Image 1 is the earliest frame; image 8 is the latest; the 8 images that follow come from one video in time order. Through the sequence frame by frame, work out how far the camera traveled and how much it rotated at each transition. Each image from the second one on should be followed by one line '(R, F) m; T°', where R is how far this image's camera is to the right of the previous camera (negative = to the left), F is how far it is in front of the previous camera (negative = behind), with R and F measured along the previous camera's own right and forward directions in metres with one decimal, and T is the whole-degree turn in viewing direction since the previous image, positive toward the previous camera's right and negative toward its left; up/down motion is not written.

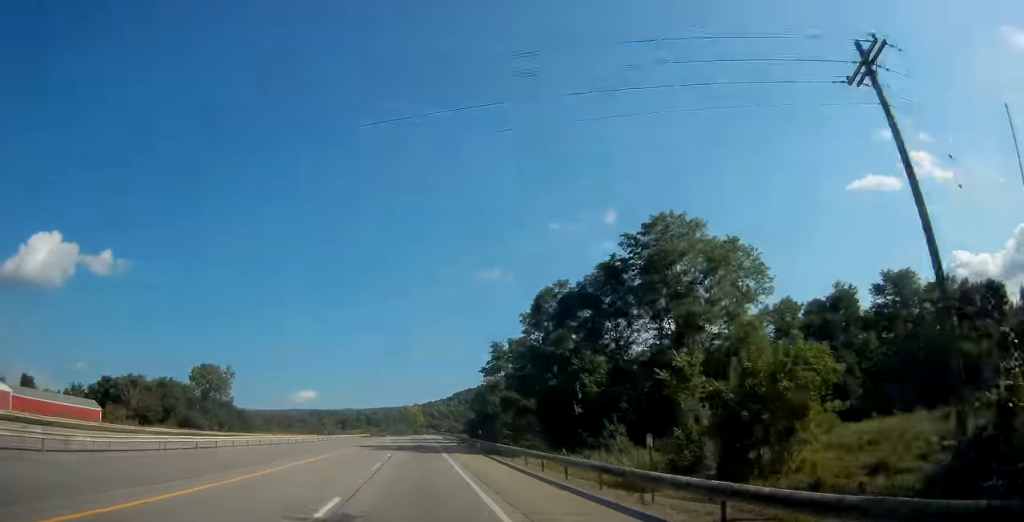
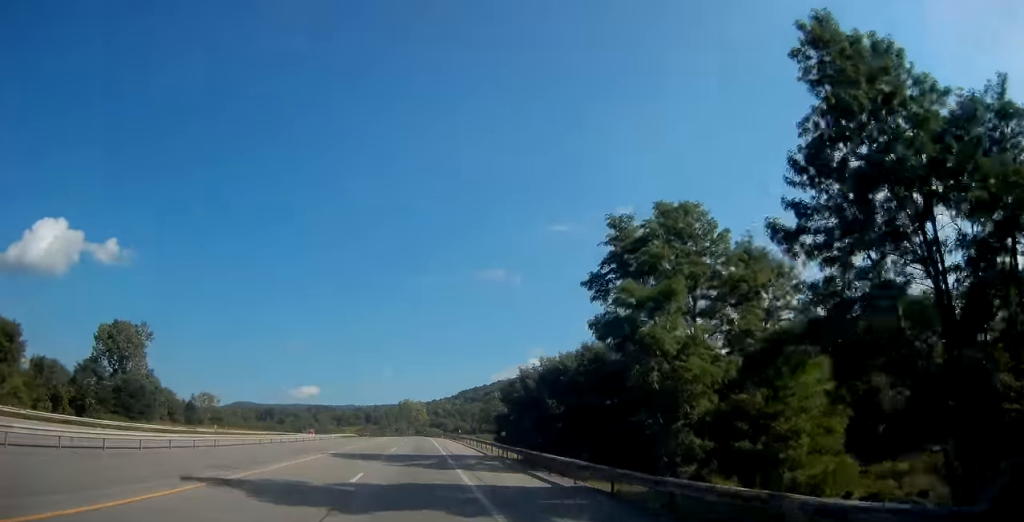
(0.0, +54.1) m; 0°
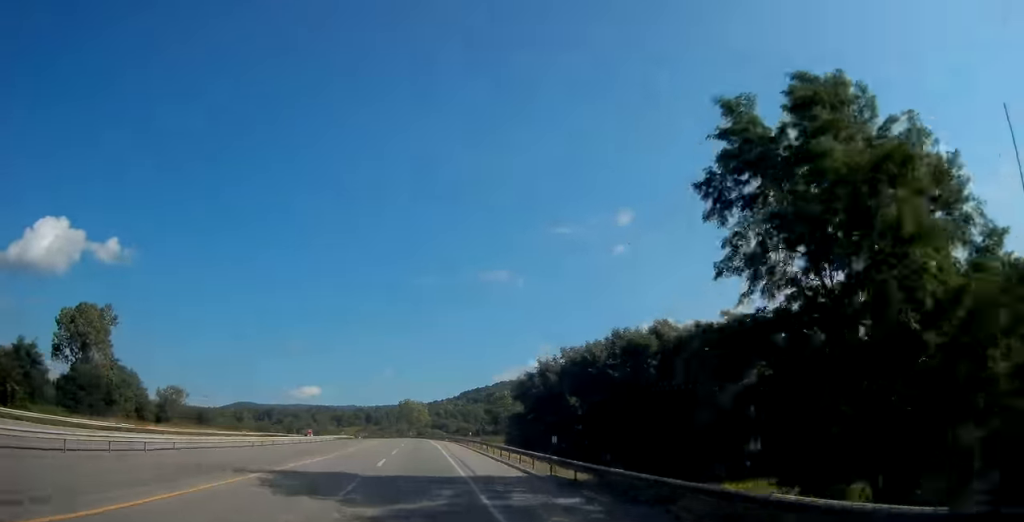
(+0.1, +14.9) m; 0°
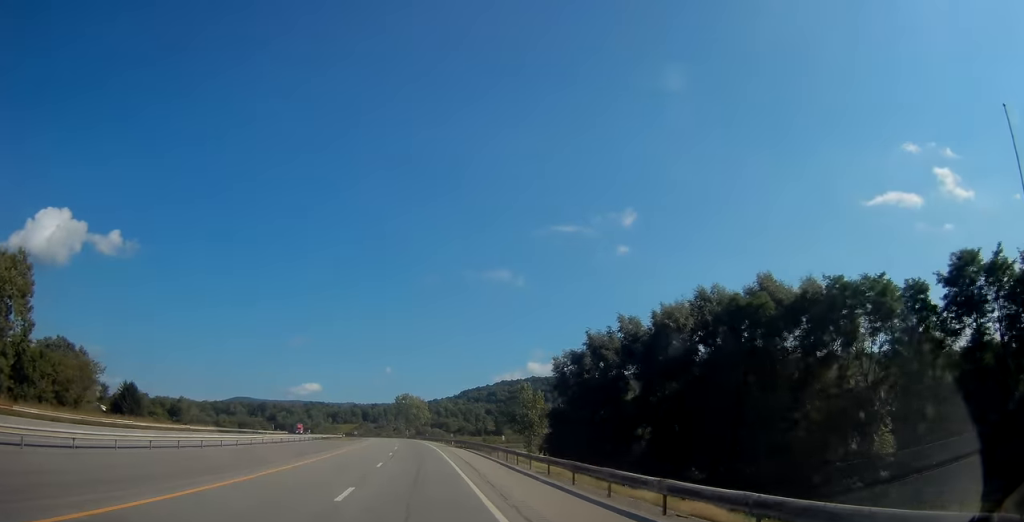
(-0.2, +26.1) m; -1°
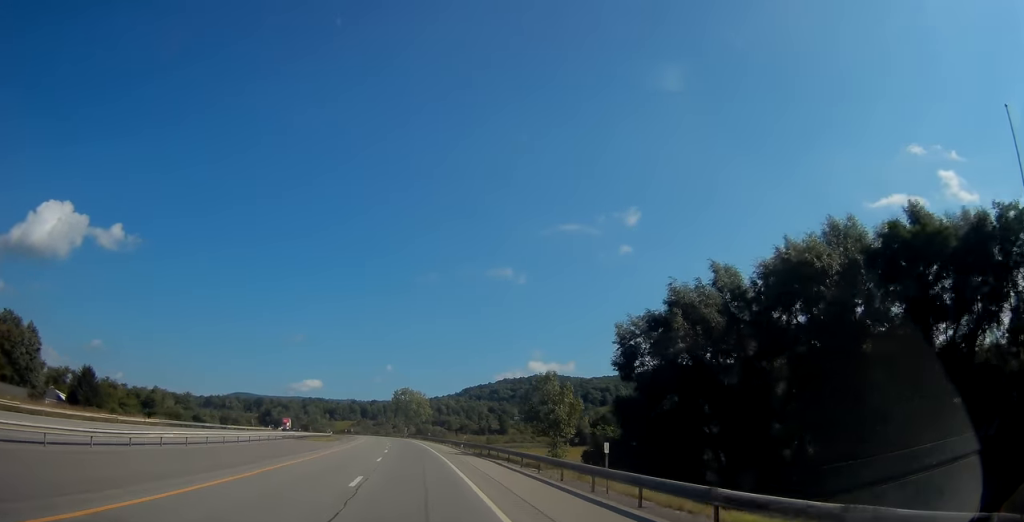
(-0.3, +21.4) m; 0°
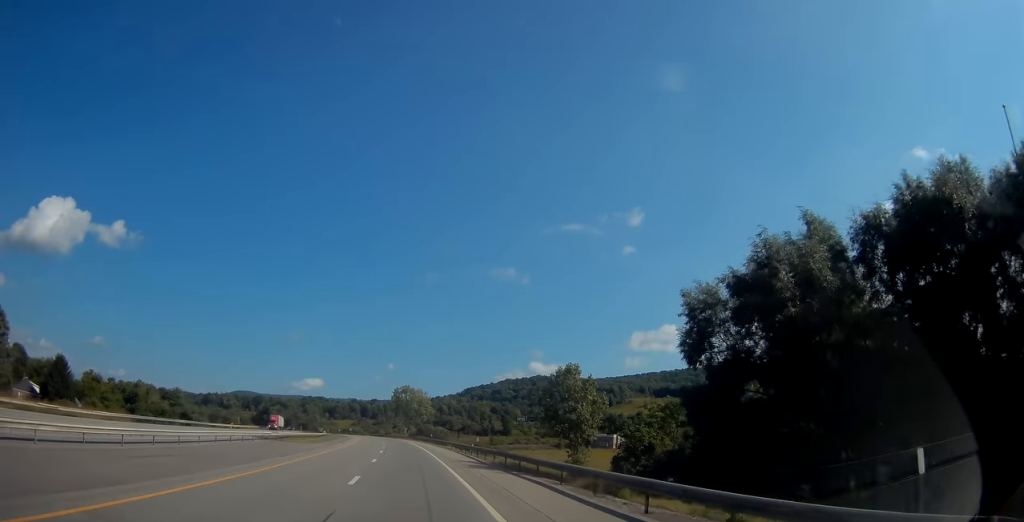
(+0.1, +12.1) m; 0°
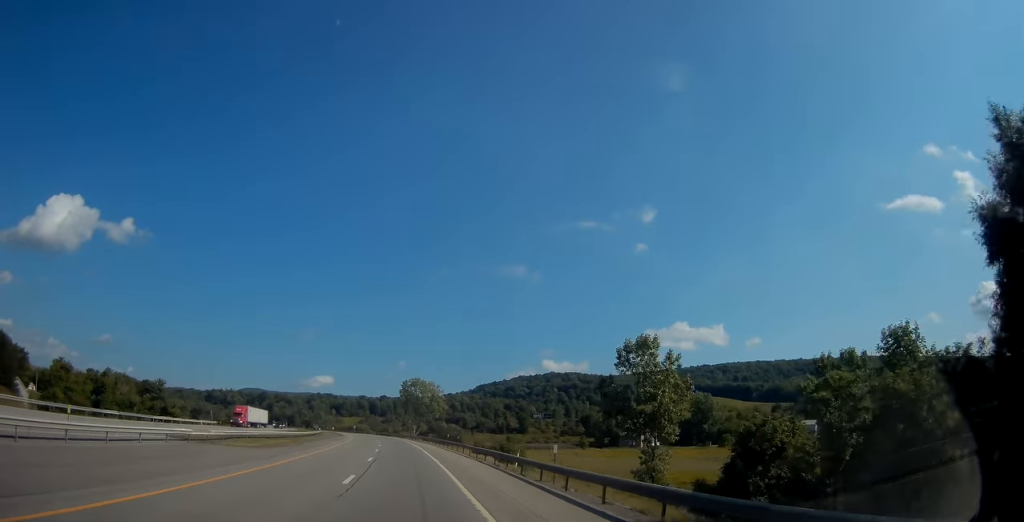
(+0.3, +24.2) m; -1°
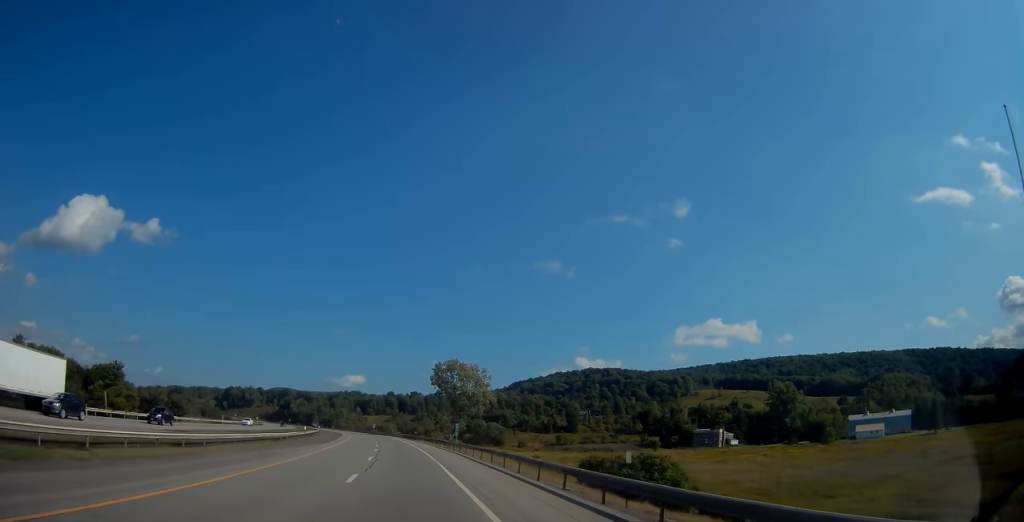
(-1.7, +48.7) m; -3°
